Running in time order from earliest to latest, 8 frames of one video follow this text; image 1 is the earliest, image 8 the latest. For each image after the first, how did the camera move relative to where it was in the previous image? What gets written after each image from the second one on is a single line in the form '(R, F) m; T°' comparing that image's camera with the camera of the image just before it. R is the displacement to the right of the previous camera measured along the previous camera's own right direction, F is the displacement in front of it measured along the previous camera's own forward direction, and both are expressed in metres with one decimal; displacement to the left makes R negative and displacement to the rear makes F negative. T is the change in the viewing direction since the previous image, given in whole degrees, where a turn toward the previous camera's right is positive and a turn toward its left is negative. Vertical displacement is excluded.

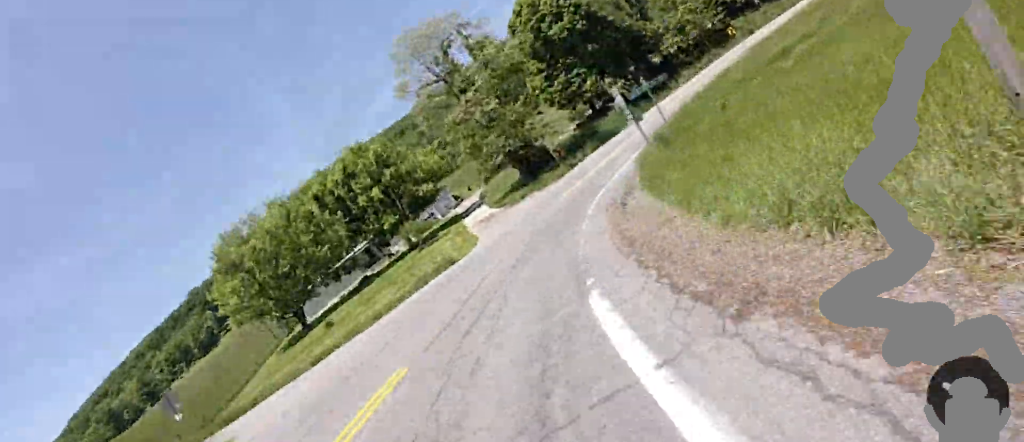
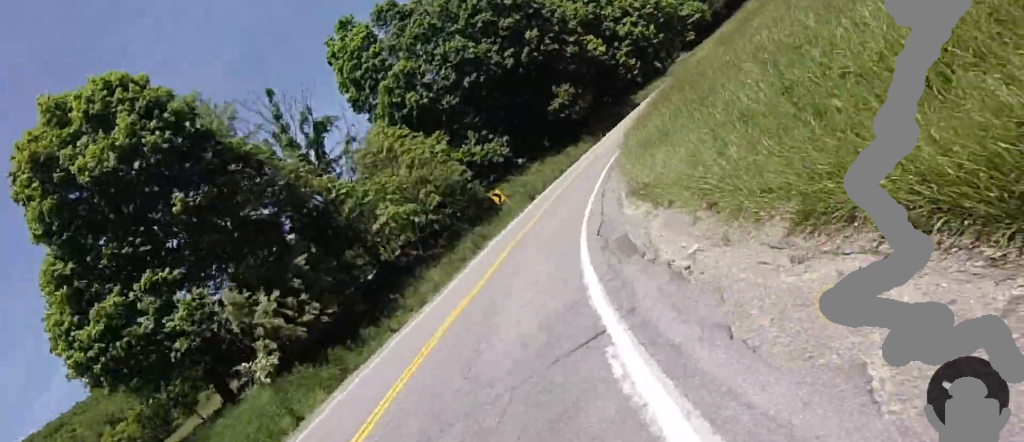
(+14.2, +29.9) m; +43°
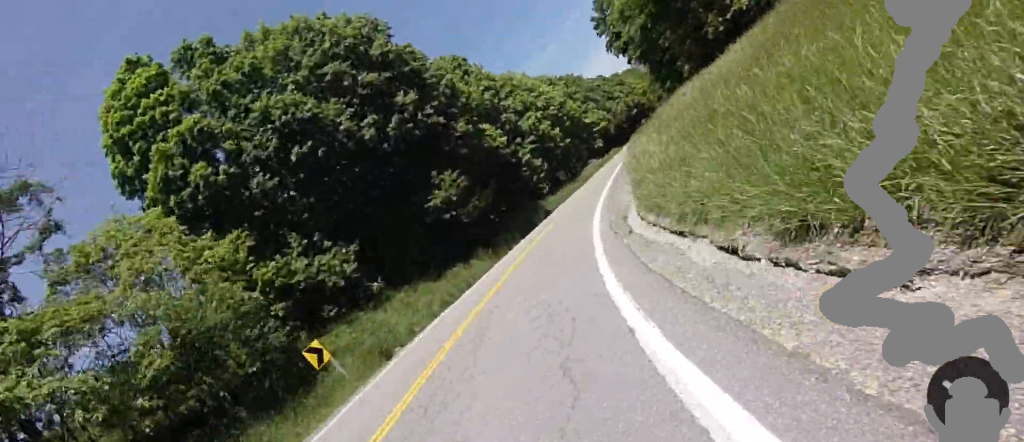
(+1.7, +15.6) m; +9°
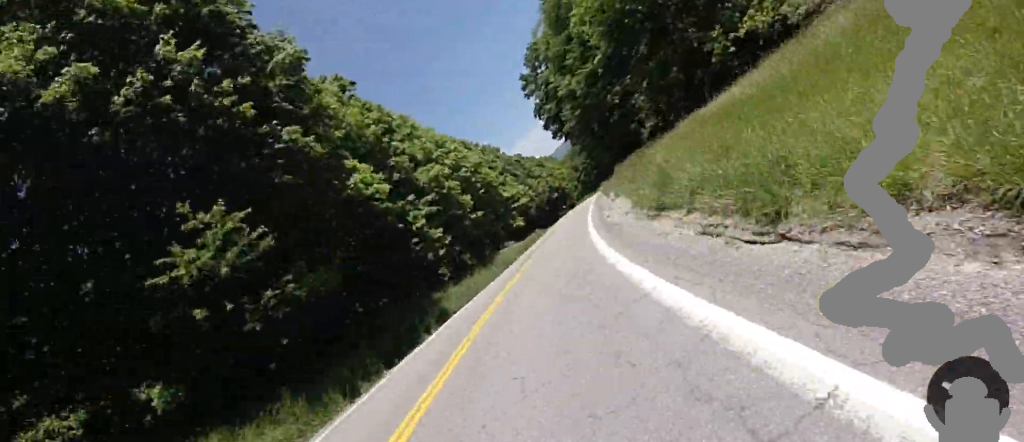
(+0.8, +15.2) m; +5°
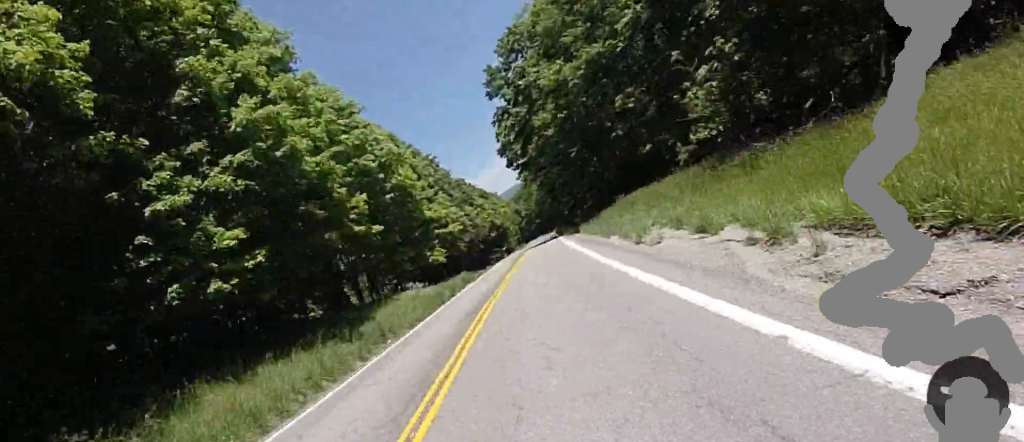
(+0.7, +16.9) m; +3°
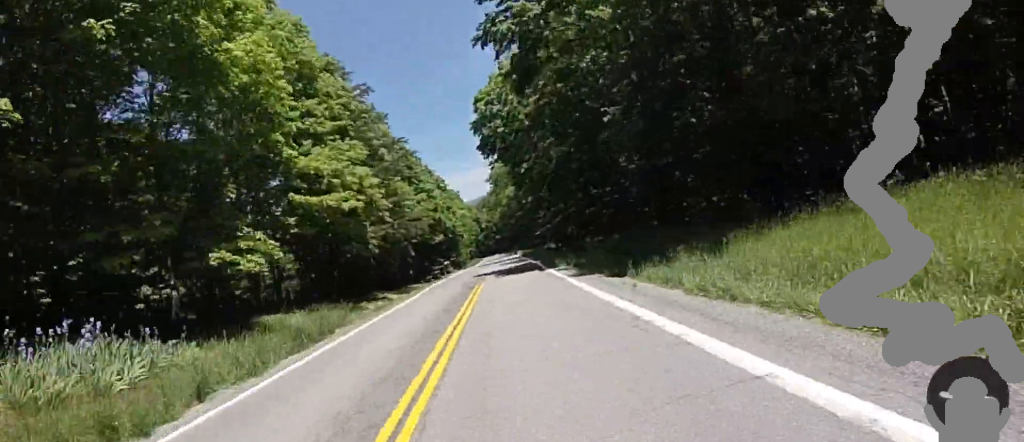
(-0.3, +20.1) m; +14°
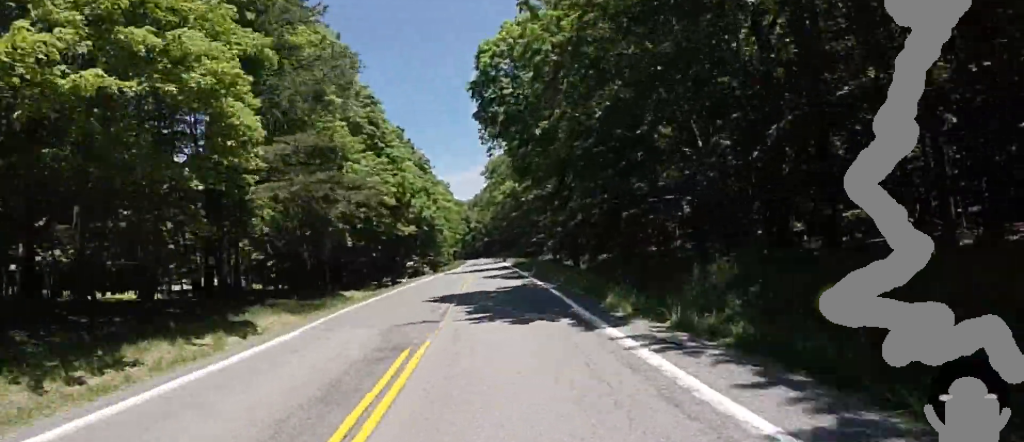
(+2.2, +12.3) m; -1°
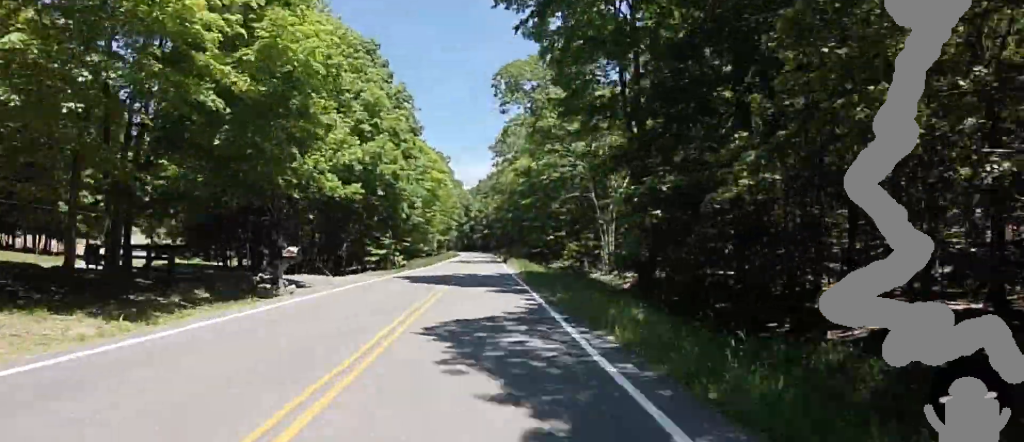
(+4.2, +17.4) m; -7°
